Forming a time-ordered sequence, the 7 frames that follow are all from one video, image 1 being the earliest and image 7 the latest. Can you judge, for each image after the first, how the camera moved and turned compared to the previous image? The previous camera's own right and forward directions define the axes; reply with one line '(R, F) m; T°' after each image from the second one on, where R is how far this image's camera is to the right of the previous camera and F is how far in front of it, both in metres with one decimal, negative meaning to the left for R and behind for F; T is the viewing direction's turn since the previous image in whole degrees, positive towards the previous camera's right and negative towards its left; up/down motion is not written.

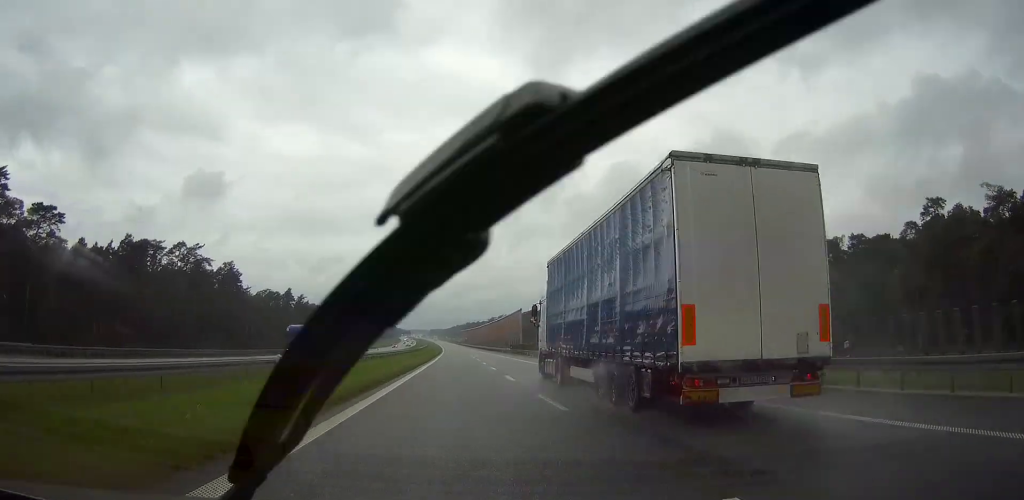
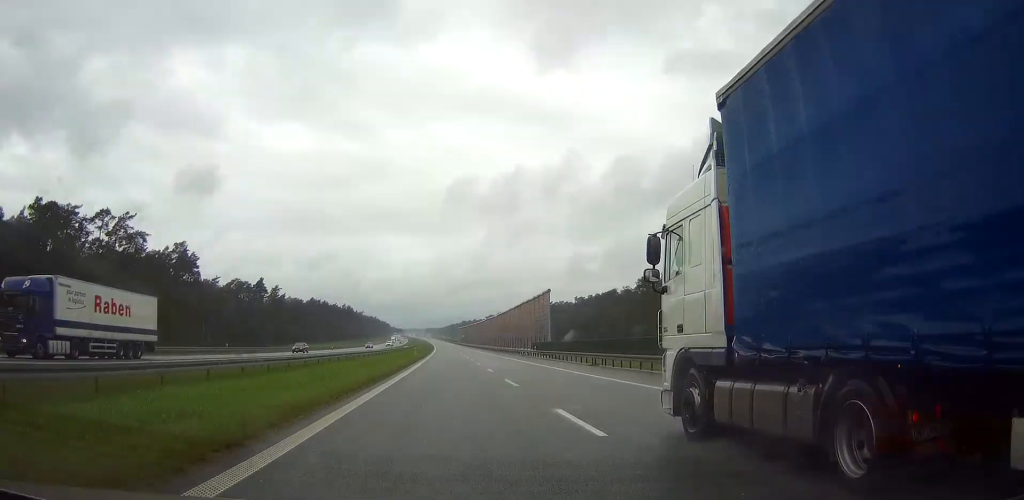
(+0.1, +40.6) m; 0°
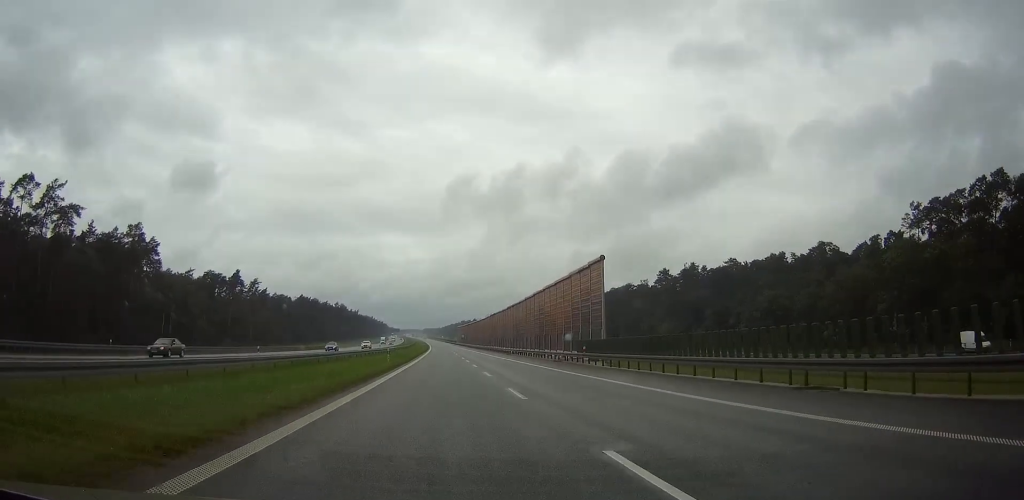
(+0.1, +29.6) m; 0°
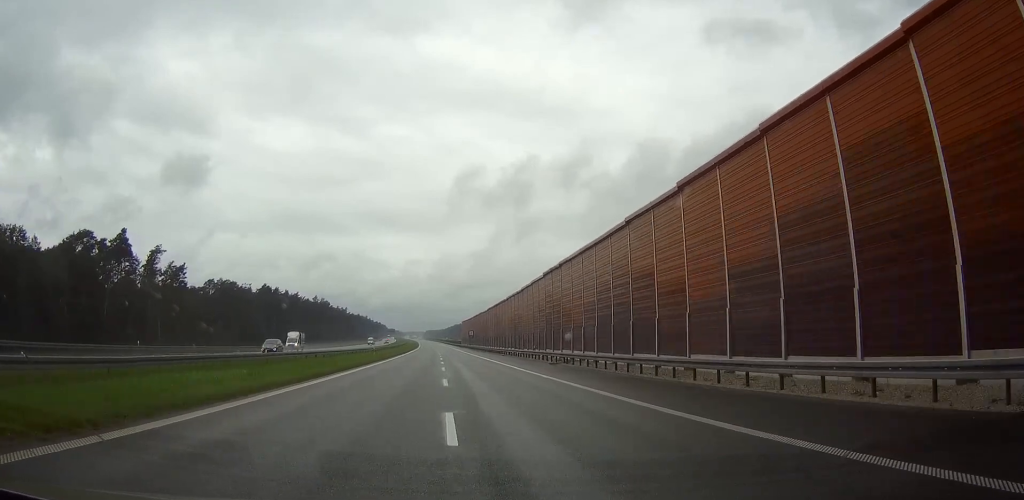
(-0.4, +90.9) m; -1°
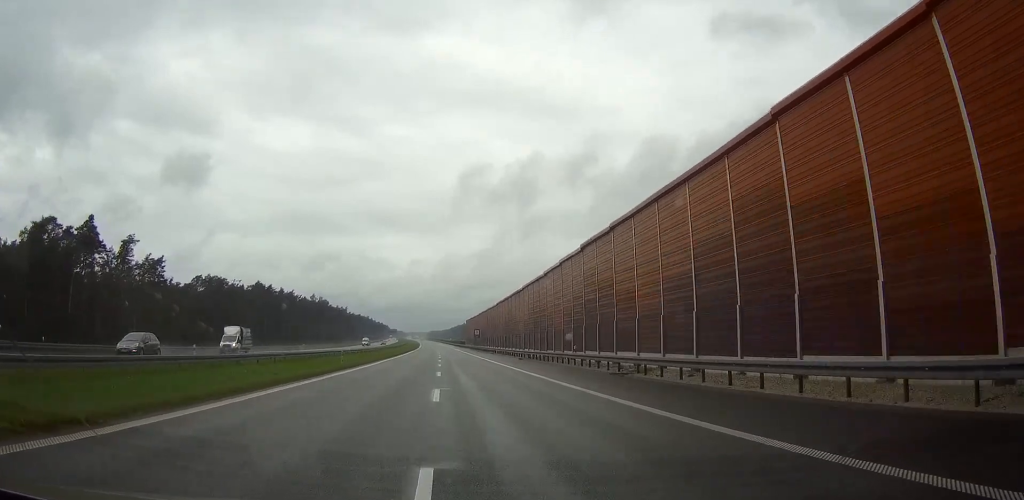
(-0.1, +17.4) m; 0°
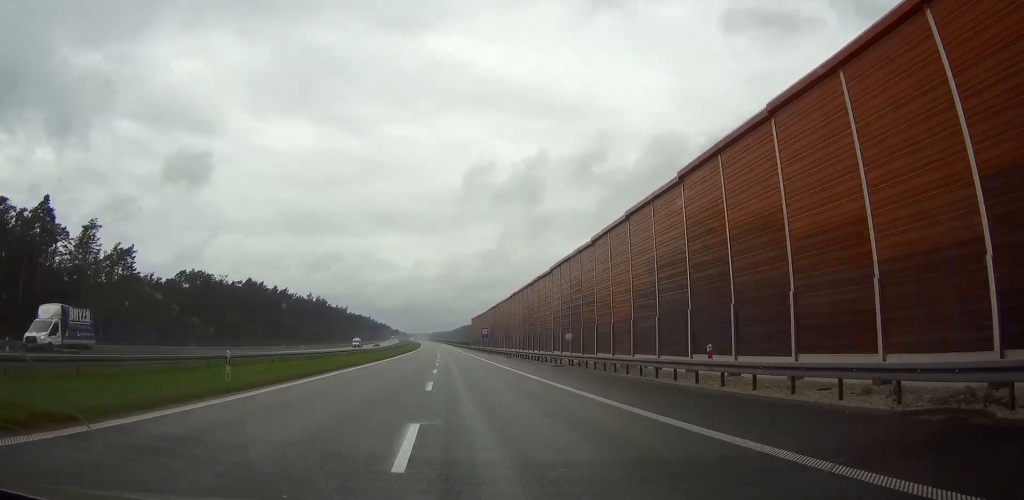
(-0.1, +20.0) m; 0°
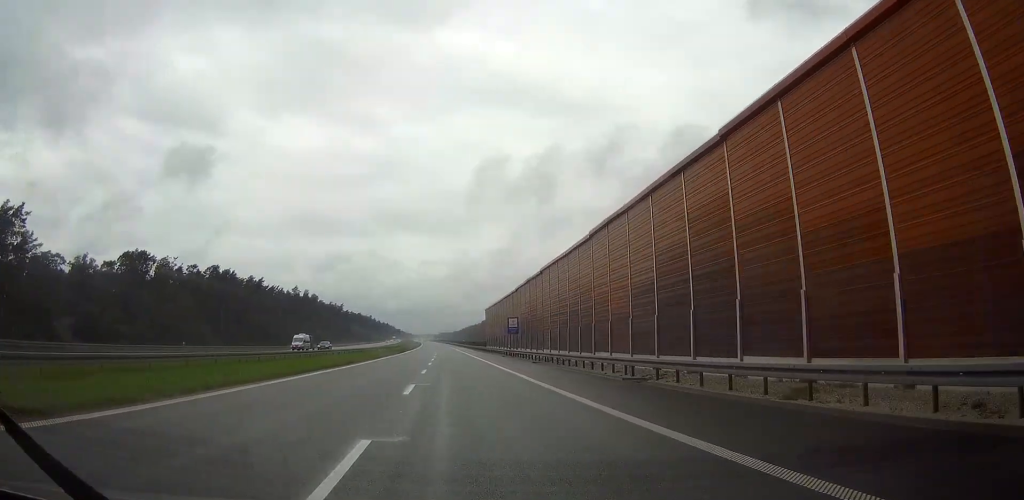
(-0.3, +49.4) m; 0°
